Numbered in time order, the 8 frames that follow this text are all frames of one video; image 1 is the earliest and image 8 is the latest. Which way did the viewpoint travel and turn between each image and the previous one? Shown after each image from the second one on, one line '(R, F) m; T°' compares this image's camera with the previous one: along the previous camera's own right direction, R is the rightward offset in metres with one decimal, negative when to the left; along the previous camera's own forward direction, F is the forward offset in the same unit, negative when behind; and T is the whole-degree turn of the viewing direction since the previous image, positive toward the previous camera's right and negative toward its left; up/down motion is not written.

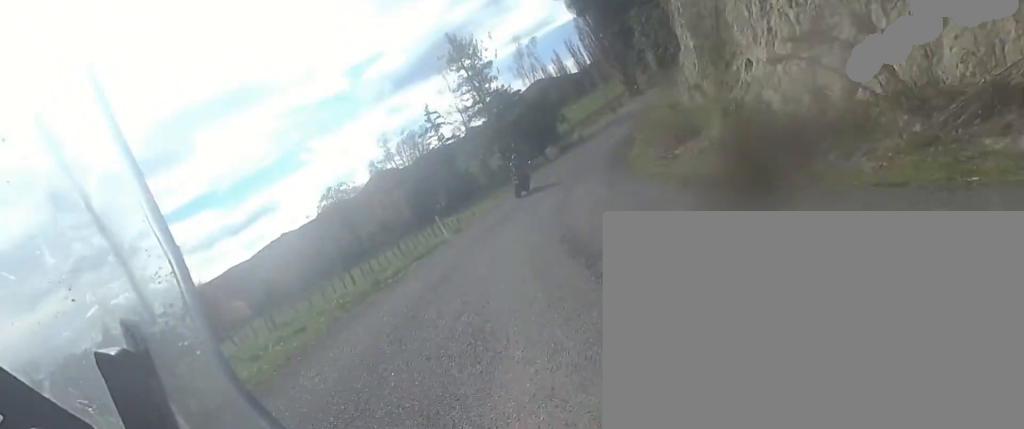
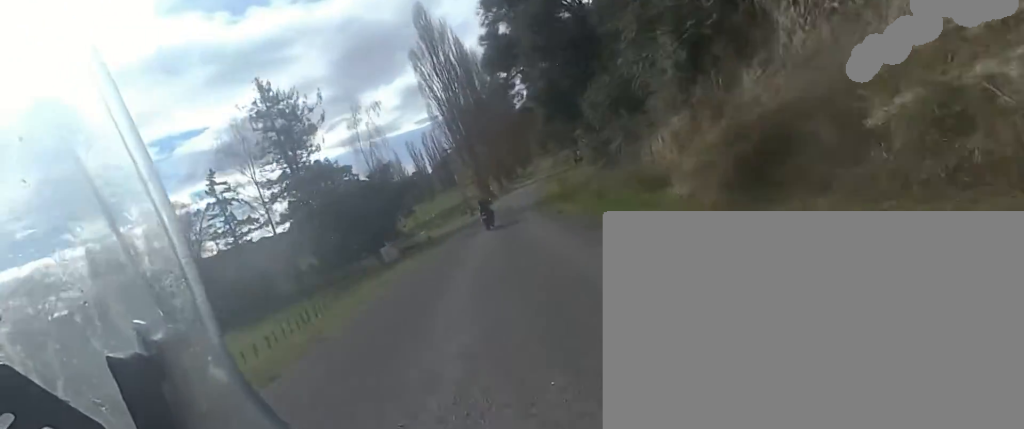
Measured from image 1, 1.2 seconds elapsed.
(+4.4, +15.7) m; +31°
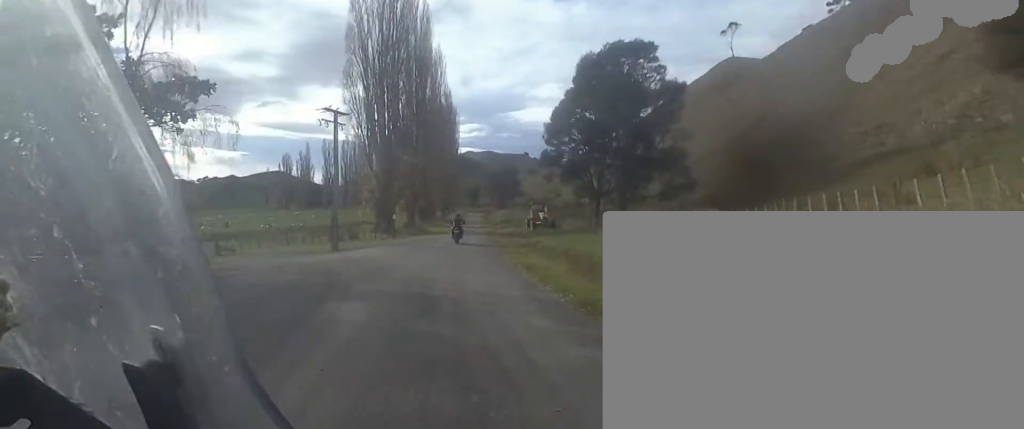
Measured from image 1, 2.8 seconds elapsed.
(+5.2, +24.1) m; +14°
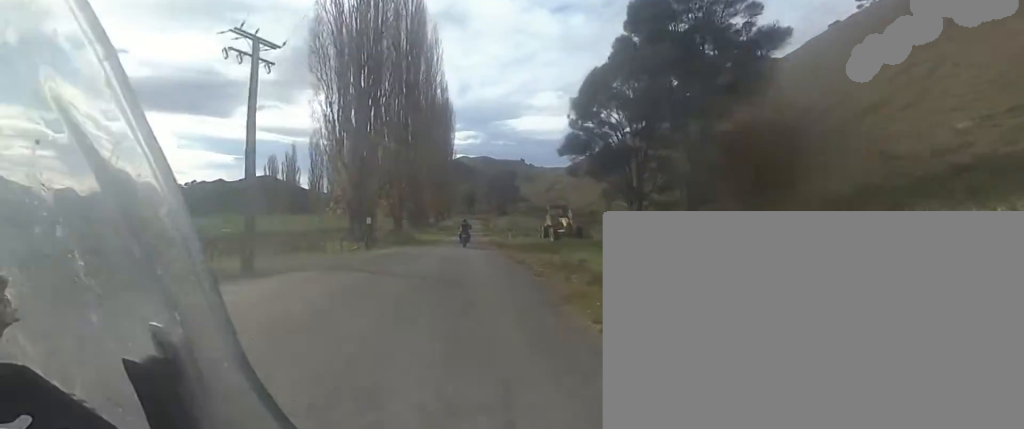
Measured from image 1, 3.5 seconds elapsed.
(+0.1, +10.8) m; +1°
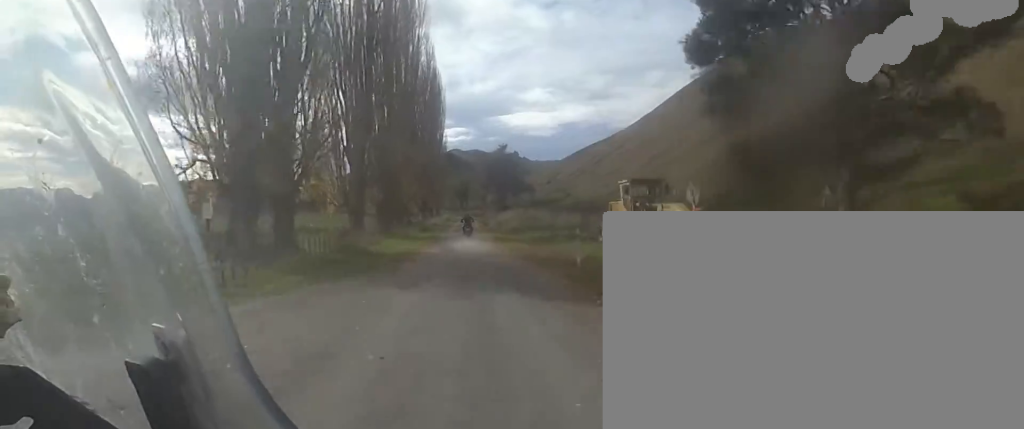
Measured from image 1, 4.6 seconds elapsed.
(0.0, +19.2) m; 0°
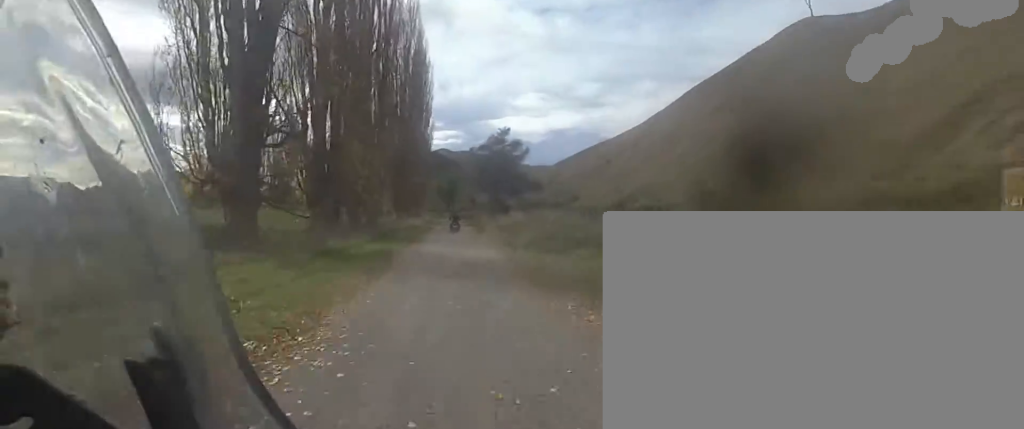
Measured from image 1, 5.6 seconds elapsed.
(-0.1, +17.9) m; -1°
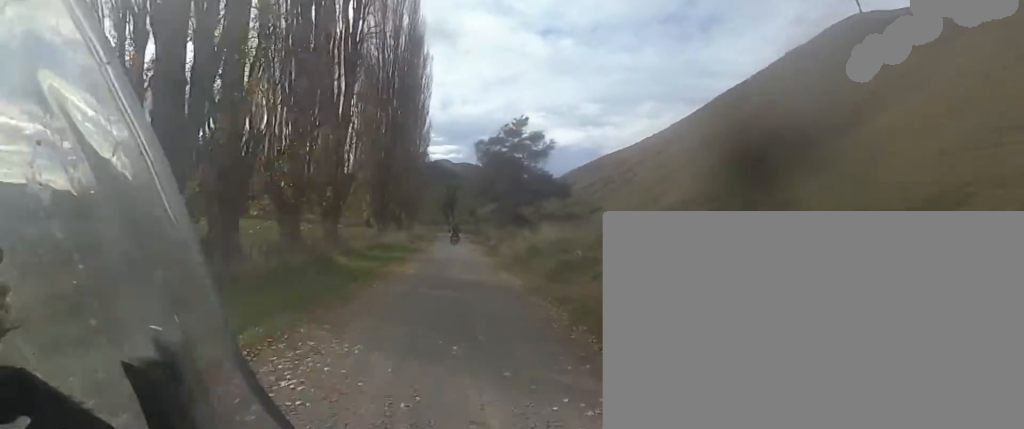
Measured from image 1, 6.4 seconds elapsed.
(-0.3, +15.4) m; 0°
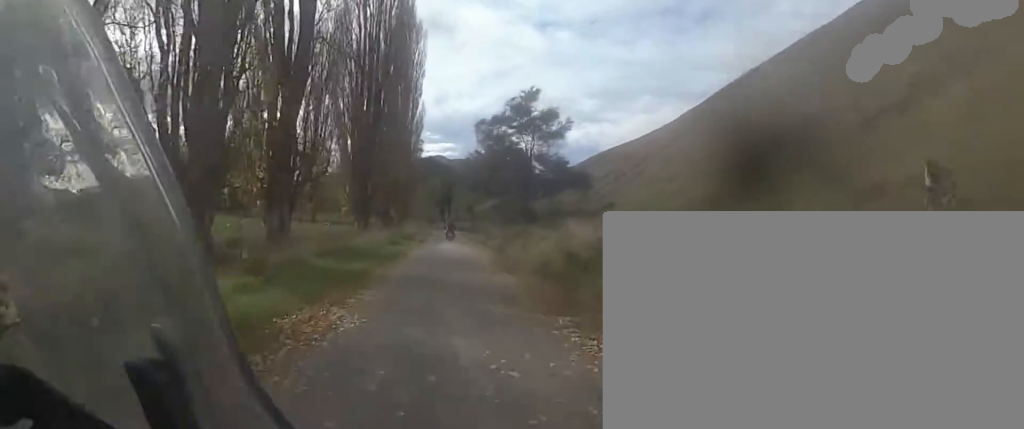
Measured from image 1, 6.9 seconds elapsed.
(+0.2, +8.5) m; +1°
